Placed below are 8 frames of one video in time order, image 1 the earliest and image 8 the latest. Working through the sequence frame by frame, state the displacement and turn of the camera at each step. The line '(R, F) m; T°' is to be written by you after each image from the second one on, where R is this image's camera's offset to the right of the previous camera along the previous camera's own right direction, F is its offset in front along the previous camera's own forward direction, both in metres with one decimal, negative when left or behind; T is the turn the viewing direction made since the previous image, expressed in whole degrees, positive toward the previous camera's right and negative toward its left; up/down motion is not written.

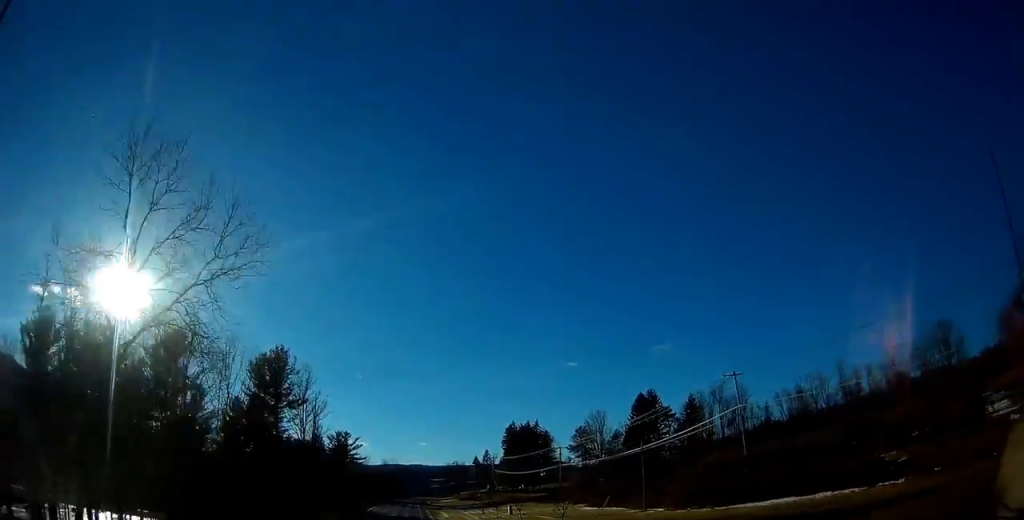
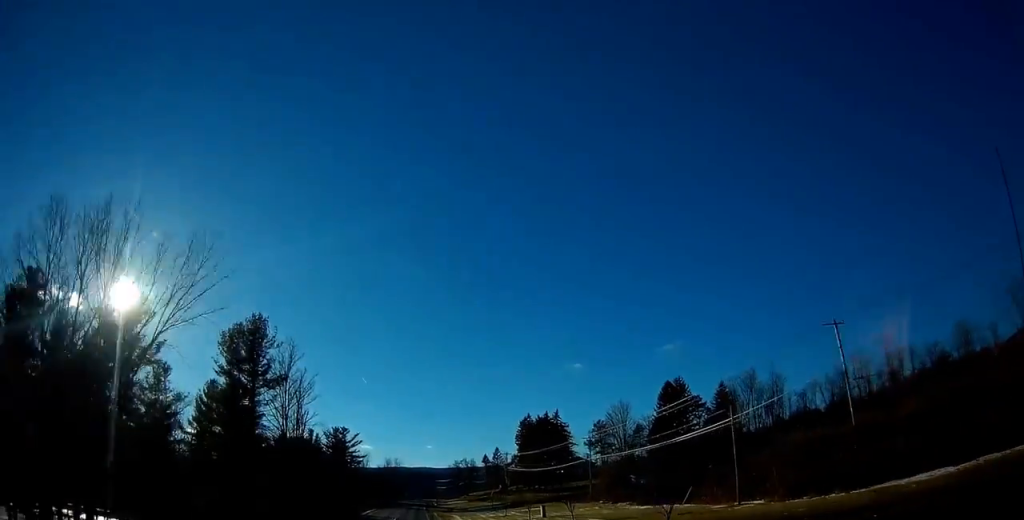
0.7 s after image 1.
(+0.1, +15.3) m; 0°
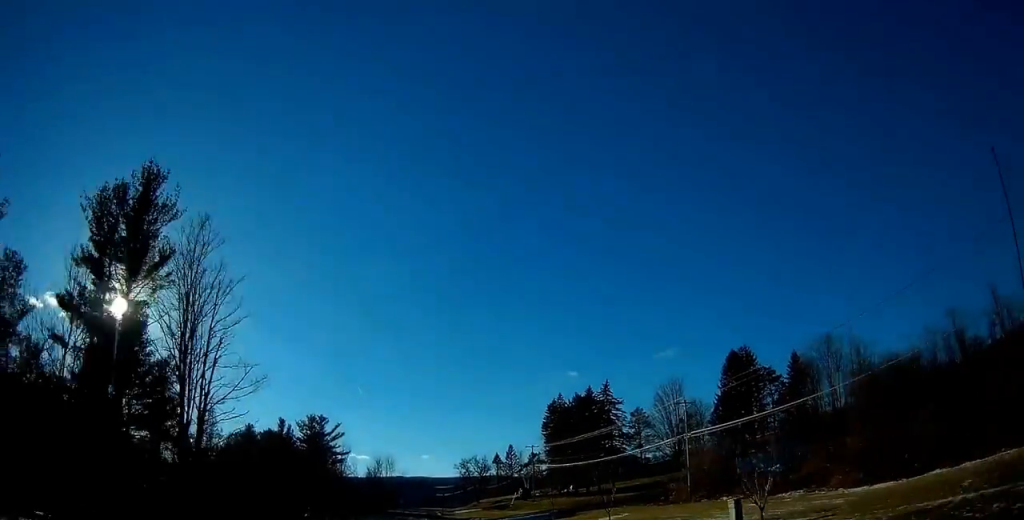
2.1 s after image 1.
(-0.4, +33.8) m; 0°
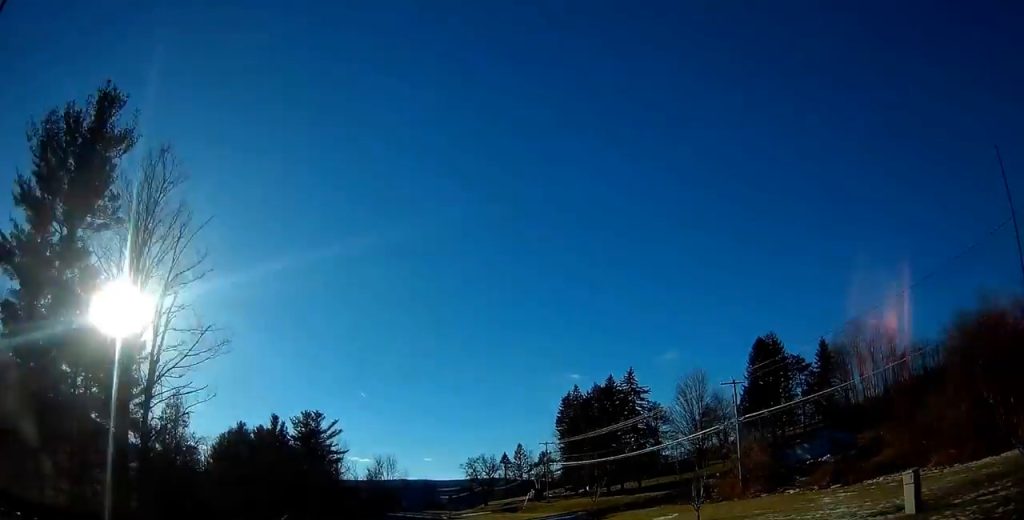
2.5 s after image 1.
(-0.1, +9.2) m; 0°
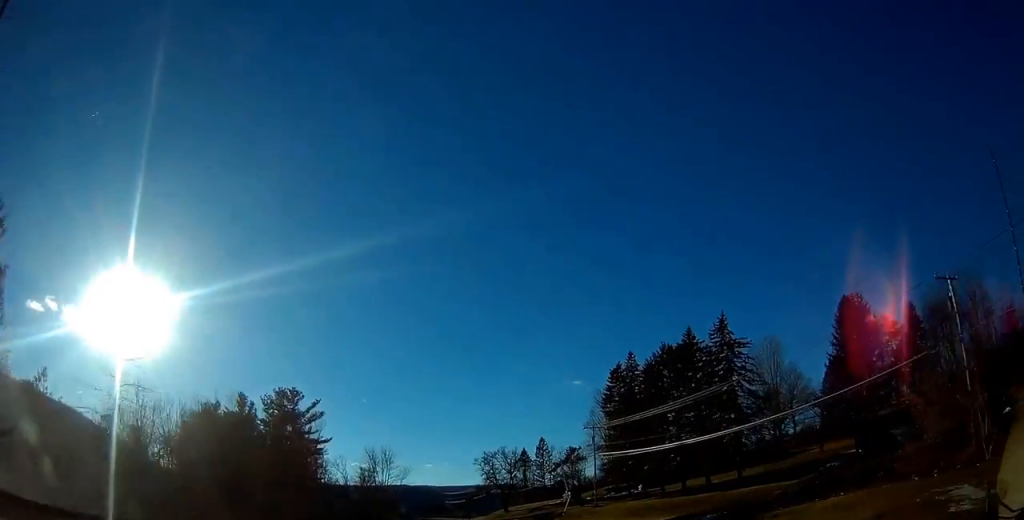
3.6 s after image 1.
(+0.6, +25.1) m; 0°
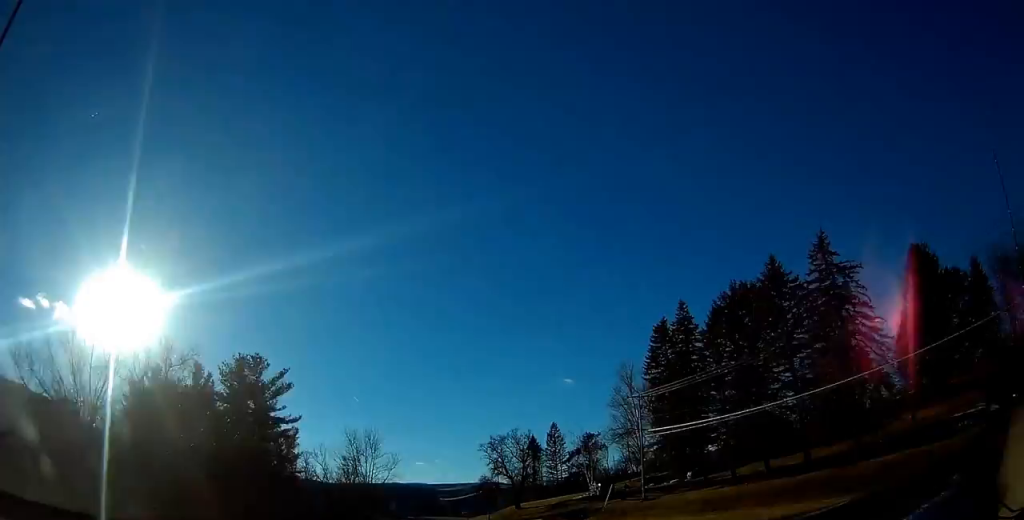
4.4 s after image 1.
(-0.4, +18.1) m; -1°
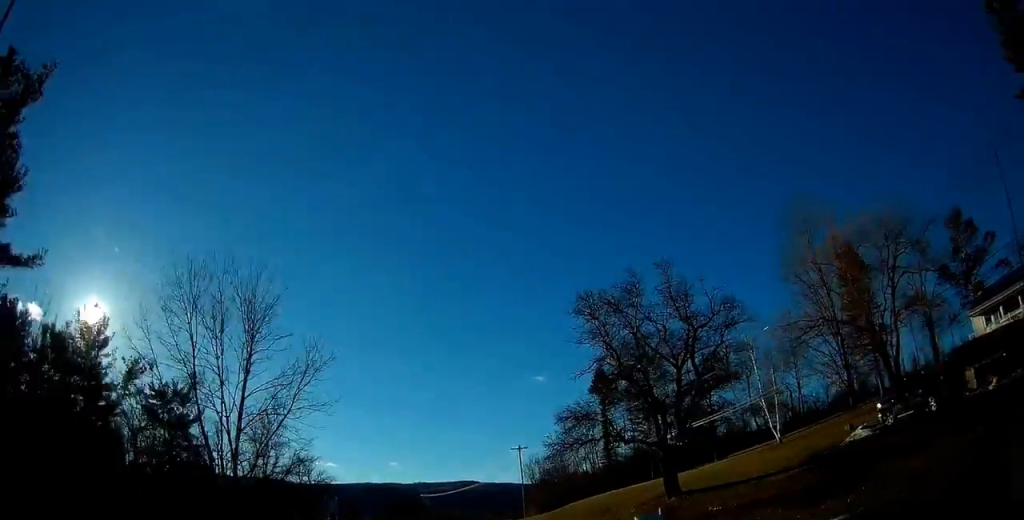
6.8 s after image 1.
(+1.7, +53.5) m; +4°
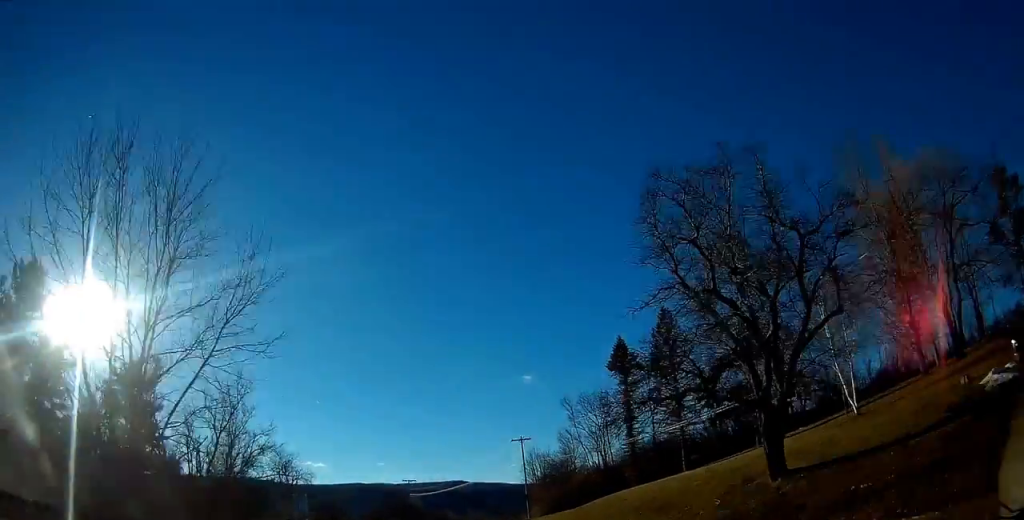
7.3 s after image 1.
(+0.1, +9.5) m; +1°
